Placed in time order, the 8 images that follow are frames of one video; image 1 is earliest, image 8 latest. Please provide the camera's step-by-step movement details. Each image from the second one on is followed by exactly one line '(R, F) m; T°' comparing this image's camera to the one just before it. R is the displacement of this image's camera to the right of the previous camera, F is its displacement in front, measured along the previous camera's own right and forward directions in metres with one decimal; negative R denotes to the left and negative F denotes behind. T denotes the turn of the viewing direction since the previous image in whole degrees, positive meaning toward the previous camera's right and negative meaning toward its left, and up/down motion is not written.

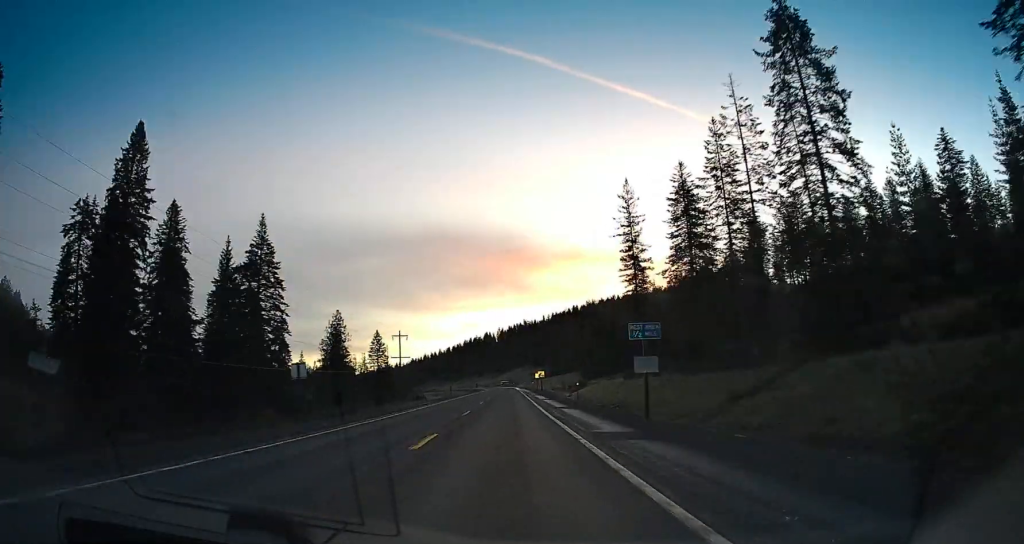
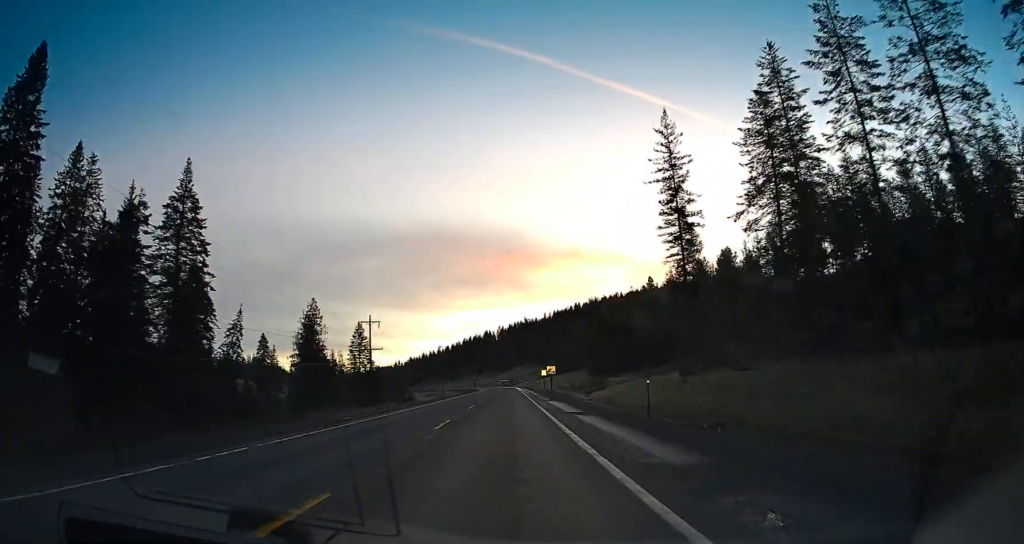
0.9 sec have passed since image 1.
(0.0, +24.9) m; 0°
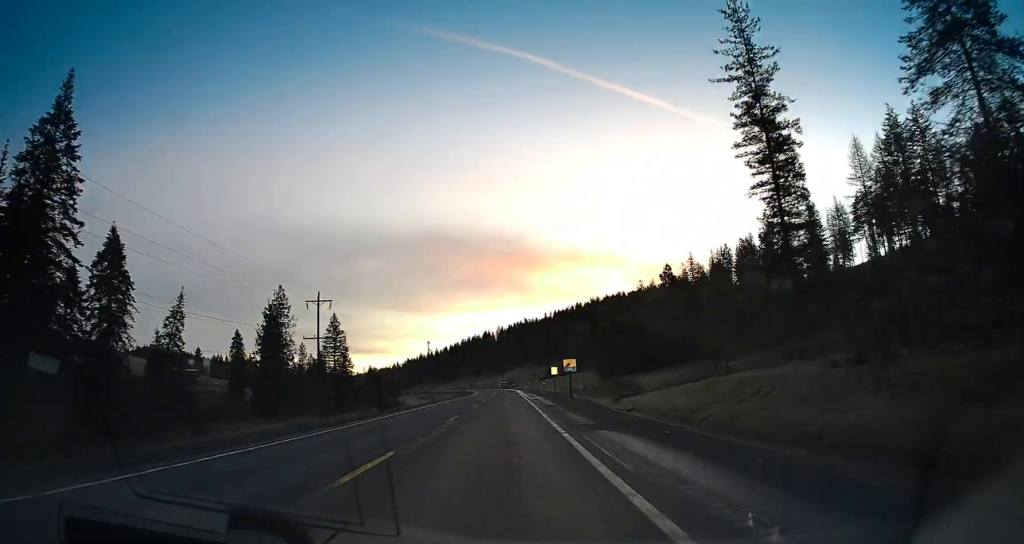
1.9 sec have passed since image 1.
(0.0, +24.9) m; 0°
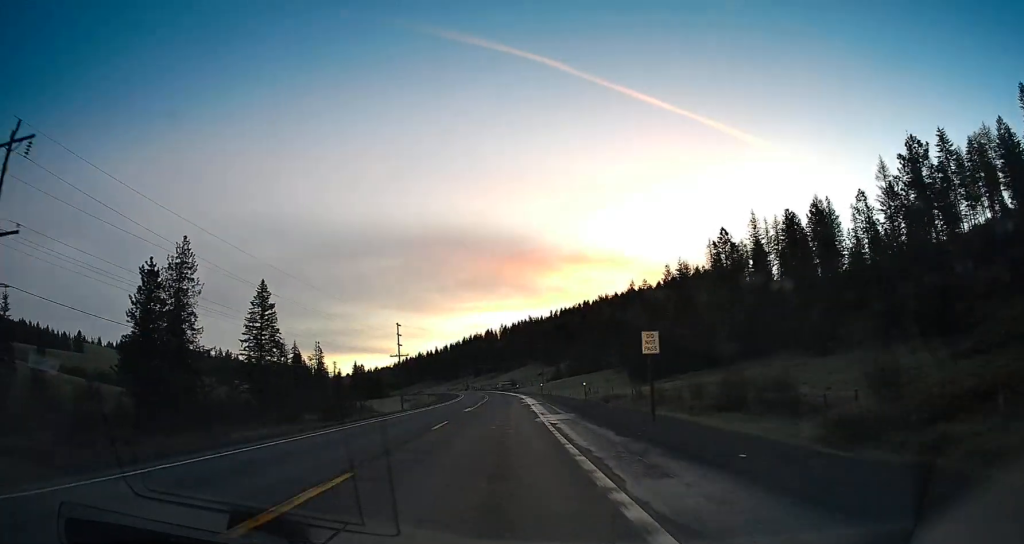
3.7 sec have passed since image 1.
(0.0, +48.0) m; 0°
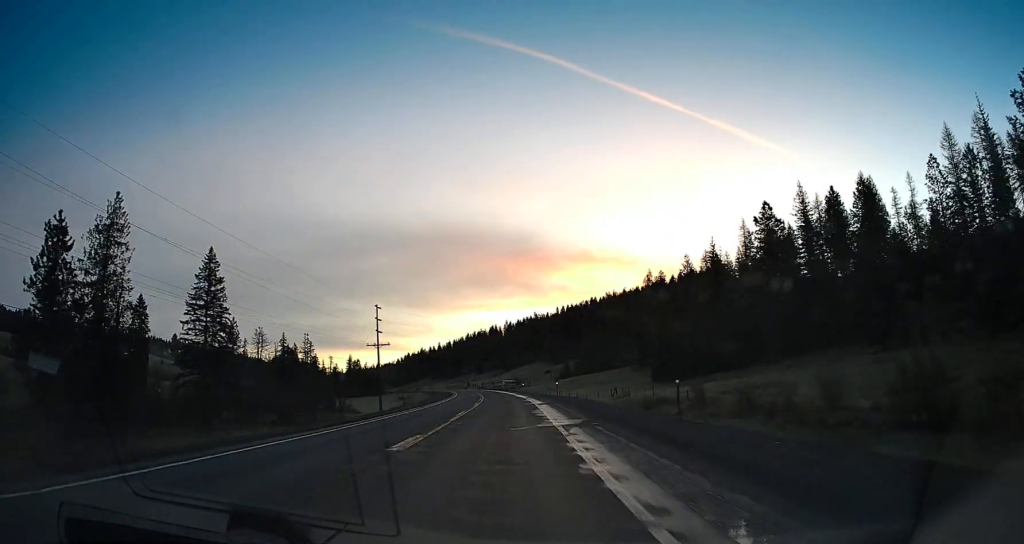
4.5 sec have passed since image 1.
(-0.2, +22.2) m; 0°
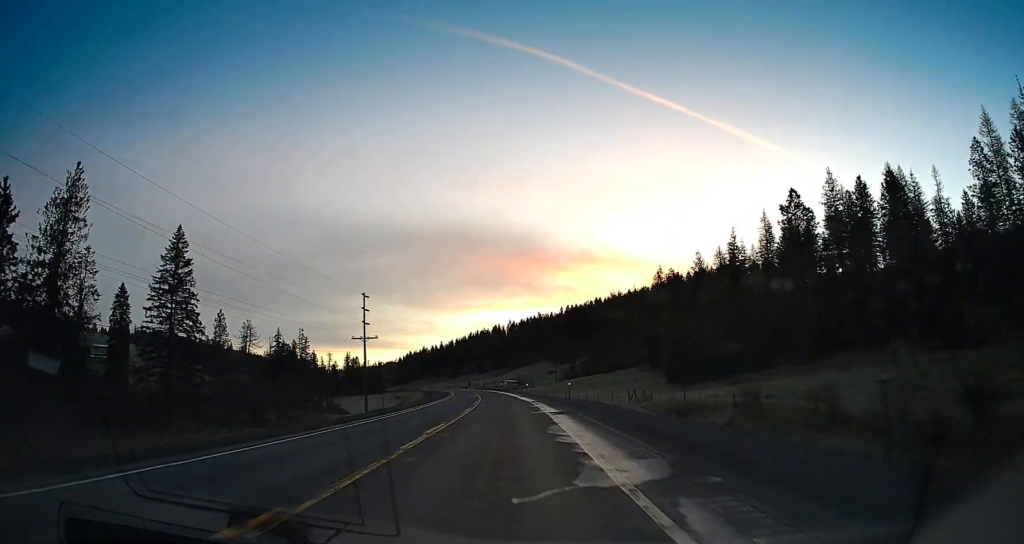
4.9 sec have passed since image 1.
(0.0, +10.7) m; 0°
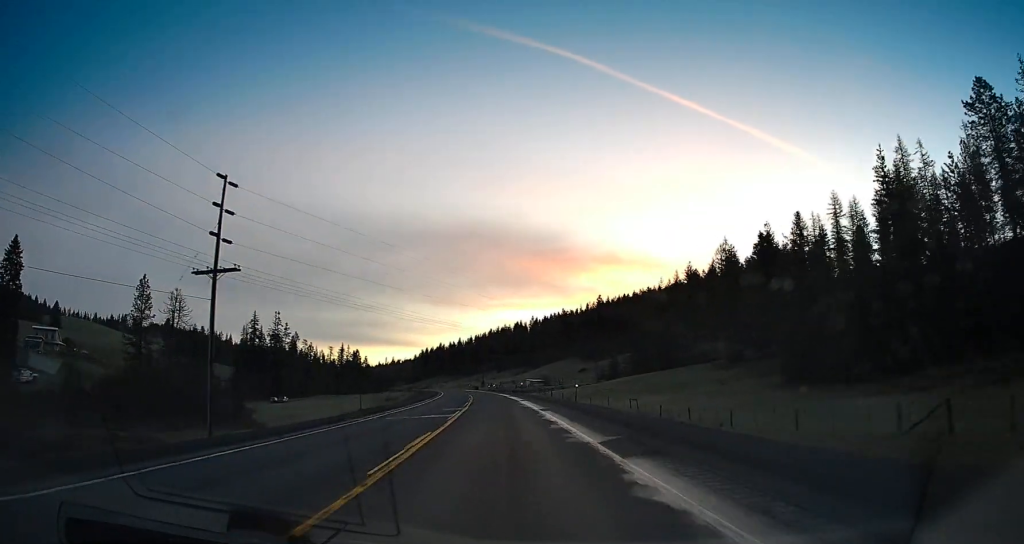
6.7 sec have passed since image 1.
(0.0, +48.9) m; 0°
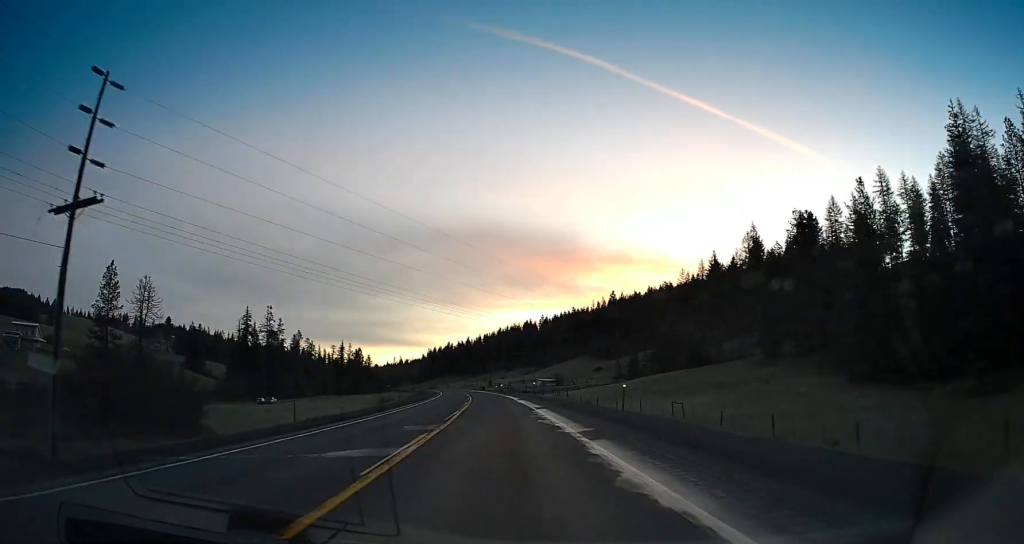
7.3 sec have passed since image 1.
(0.0, +15.1) m; 0°
